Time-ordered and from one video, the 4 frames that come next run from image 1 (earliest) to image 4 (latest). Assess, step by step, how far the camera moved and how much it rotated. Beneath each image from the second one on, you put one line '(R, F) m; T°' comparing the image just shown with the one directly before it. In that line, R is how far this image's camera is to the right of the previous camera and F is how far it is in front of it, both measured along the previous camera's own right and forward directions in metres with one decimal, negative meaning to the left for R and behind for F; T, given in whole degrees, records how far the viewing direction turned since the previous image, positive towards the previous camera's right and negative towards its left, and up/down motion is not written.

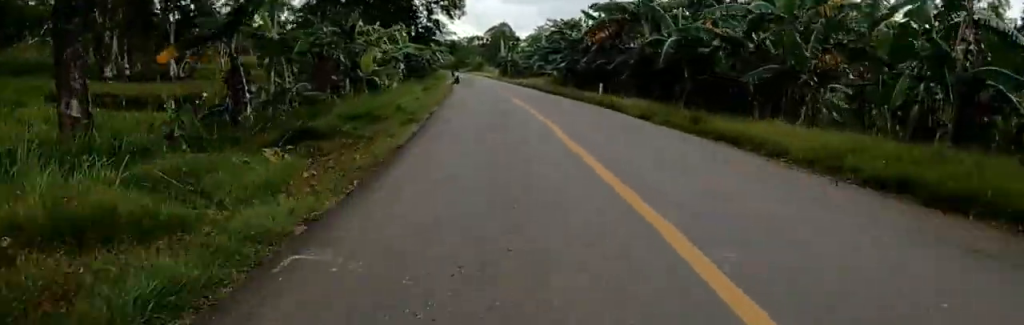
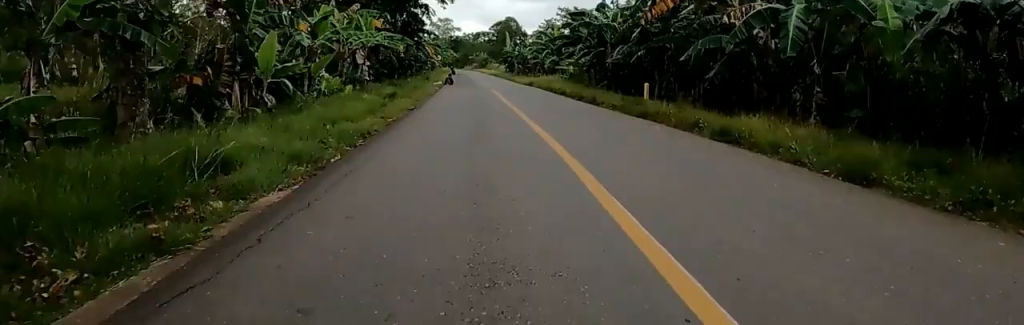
(+0.2, +9.6) m; 0°
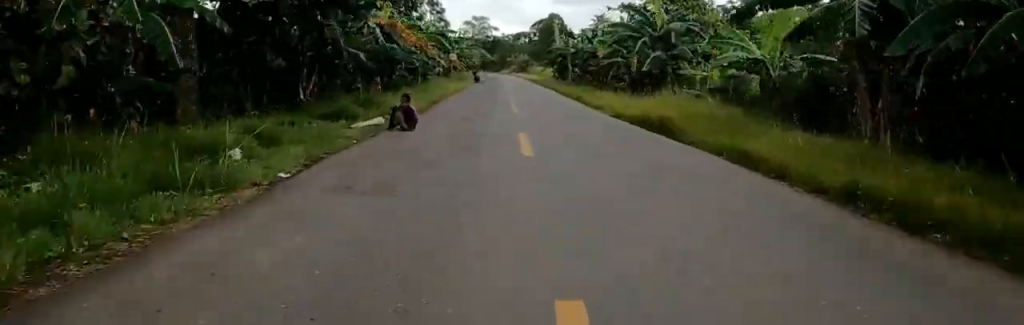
(-1.5, +23.5) m; -5°
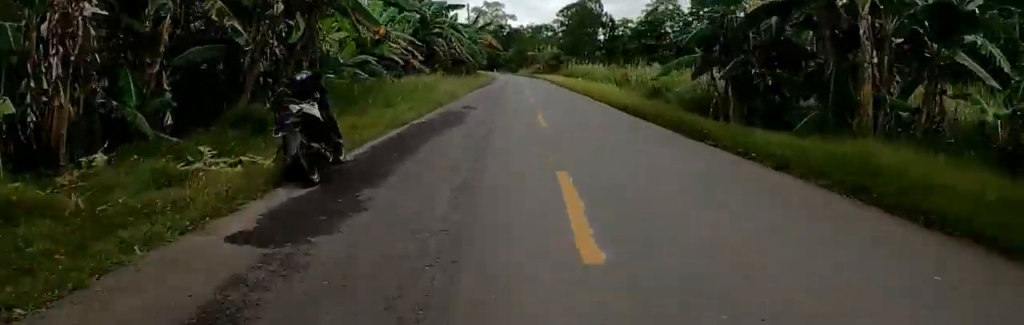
(-0.9, +45.4) m; -1°
